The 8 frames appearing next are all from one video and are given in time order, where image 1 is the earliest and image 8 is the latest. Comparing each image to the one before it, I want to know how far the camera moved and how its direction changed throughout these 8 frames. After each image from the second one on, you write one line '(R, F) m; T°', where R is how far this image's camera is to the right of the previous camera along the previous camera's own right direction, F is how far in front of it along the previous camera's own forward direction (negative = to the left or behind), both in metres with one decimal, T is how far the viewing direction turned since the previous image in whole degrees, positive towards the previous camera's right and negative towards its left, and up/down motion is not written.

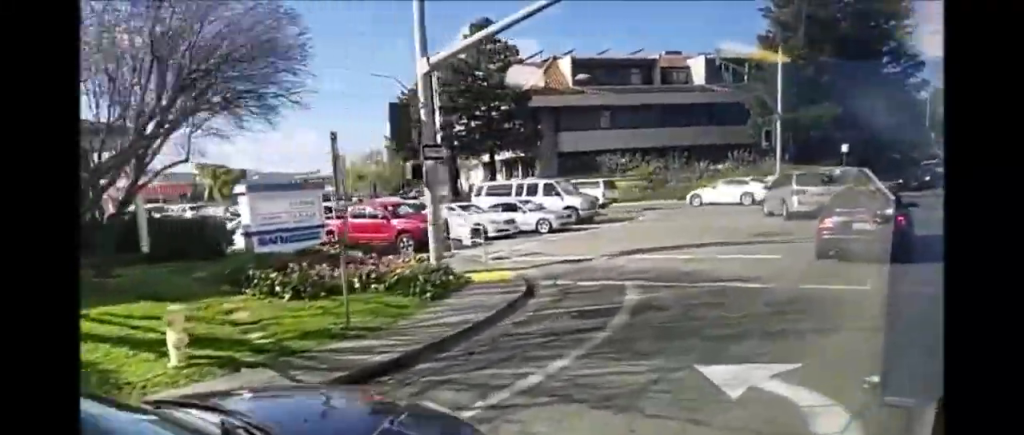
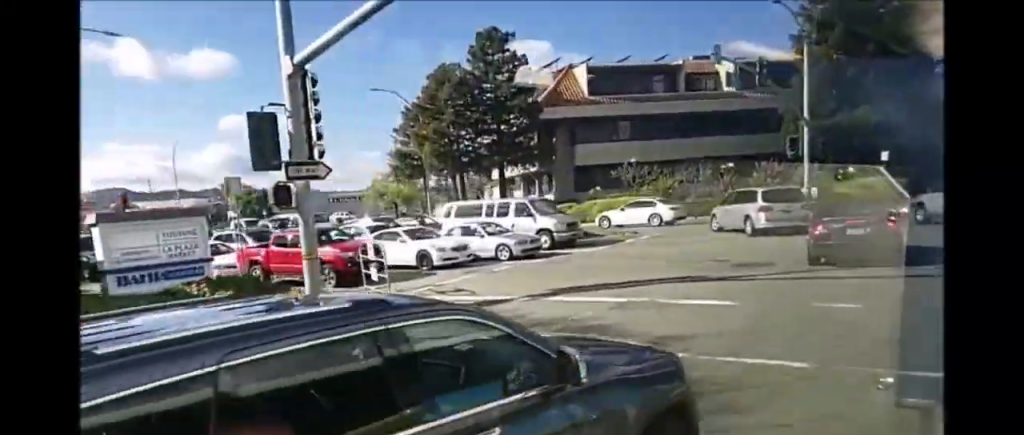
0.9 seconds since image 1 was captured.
(-0.4, +5.6) m; -9°
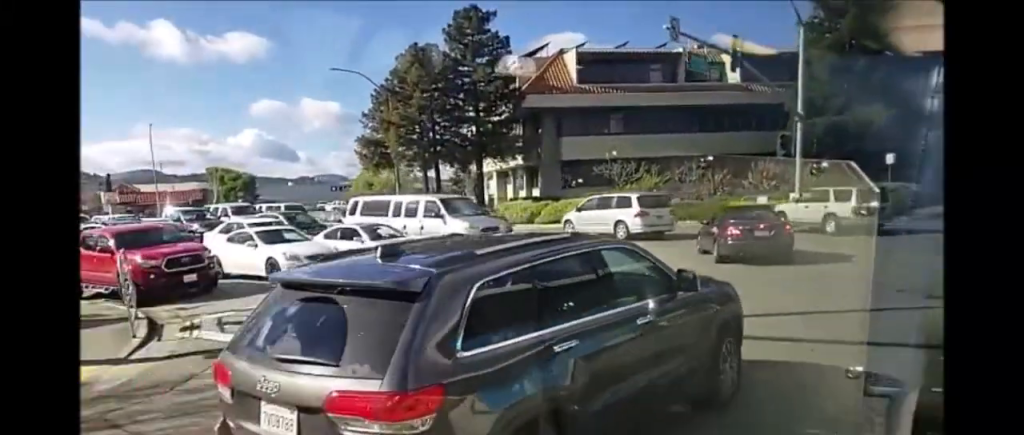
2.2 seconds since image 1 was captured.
(-0.7, +6.7) m; -11°
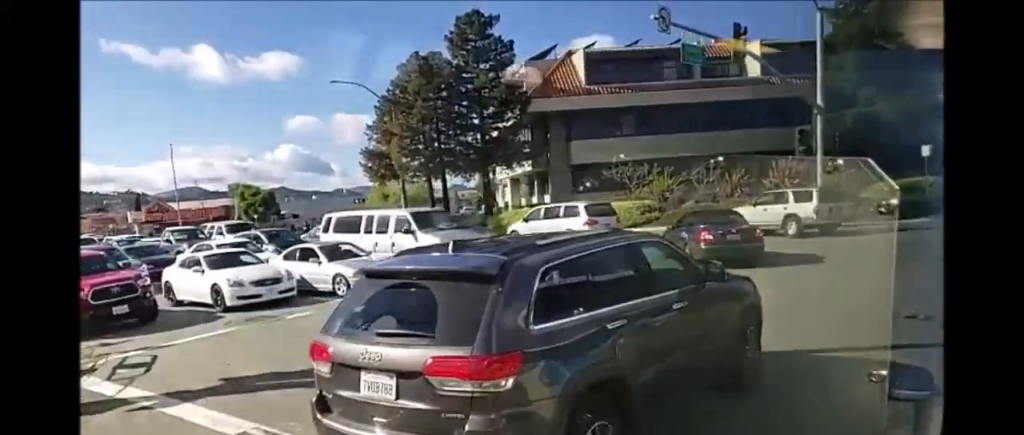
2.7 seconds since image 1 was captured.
(-0.1, +2.2) m; -2°
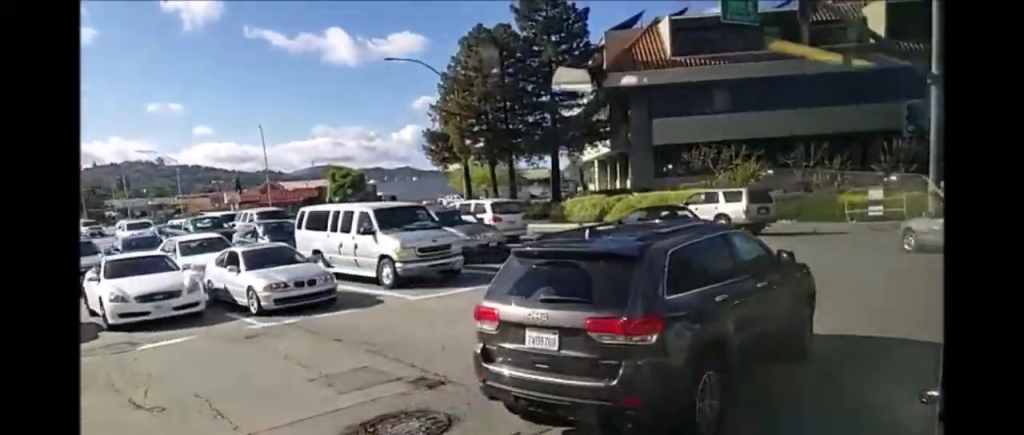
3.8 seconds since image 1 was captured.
(+0.1, +4.7) m; +3°
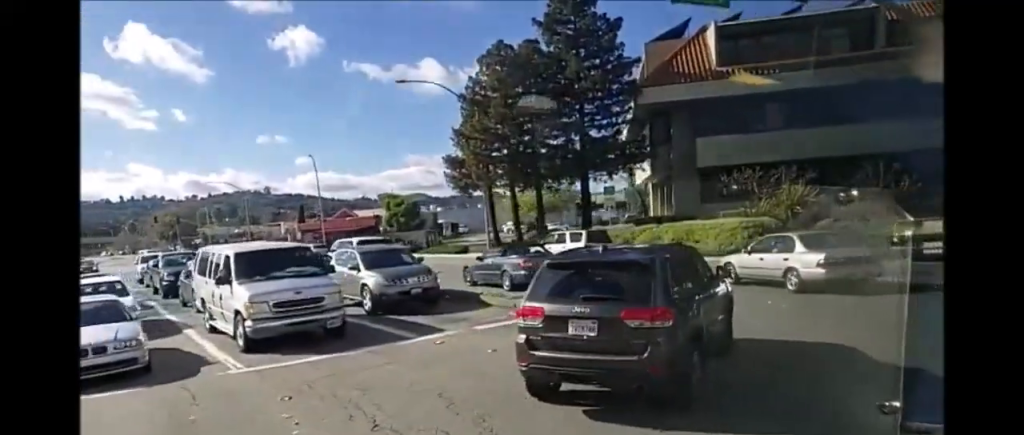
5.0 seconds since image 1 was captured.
(+0.1, +5.5) m; -7°
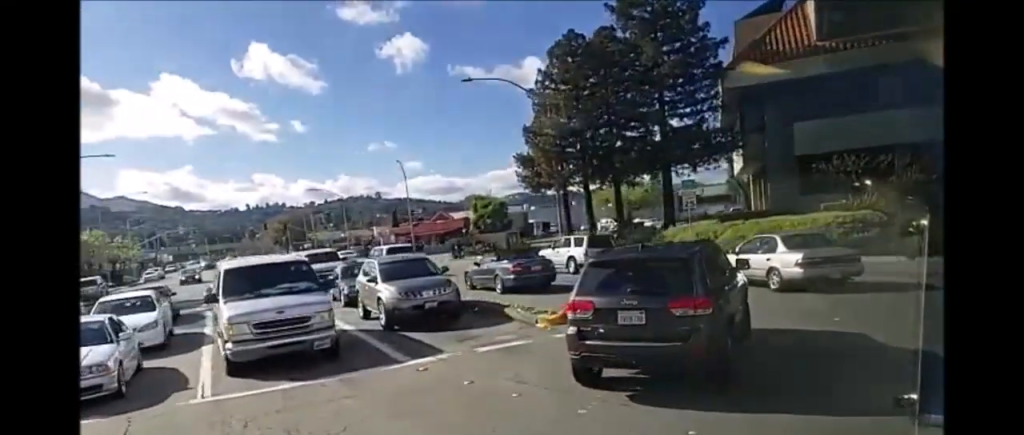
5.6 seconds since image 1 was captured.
(0.0, +2.5) m; -7°
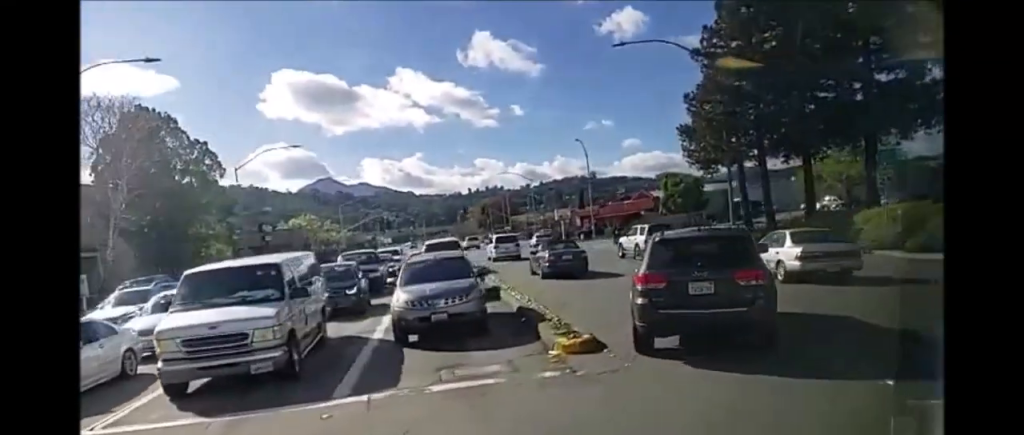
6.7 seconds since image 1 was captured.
(-0.9, +5.1) m; -19°
